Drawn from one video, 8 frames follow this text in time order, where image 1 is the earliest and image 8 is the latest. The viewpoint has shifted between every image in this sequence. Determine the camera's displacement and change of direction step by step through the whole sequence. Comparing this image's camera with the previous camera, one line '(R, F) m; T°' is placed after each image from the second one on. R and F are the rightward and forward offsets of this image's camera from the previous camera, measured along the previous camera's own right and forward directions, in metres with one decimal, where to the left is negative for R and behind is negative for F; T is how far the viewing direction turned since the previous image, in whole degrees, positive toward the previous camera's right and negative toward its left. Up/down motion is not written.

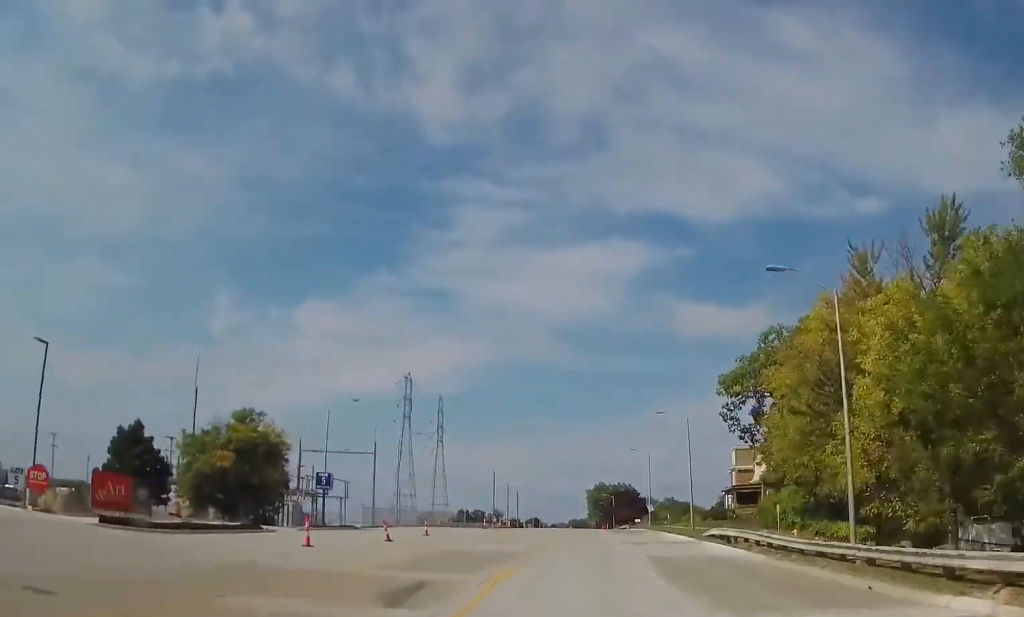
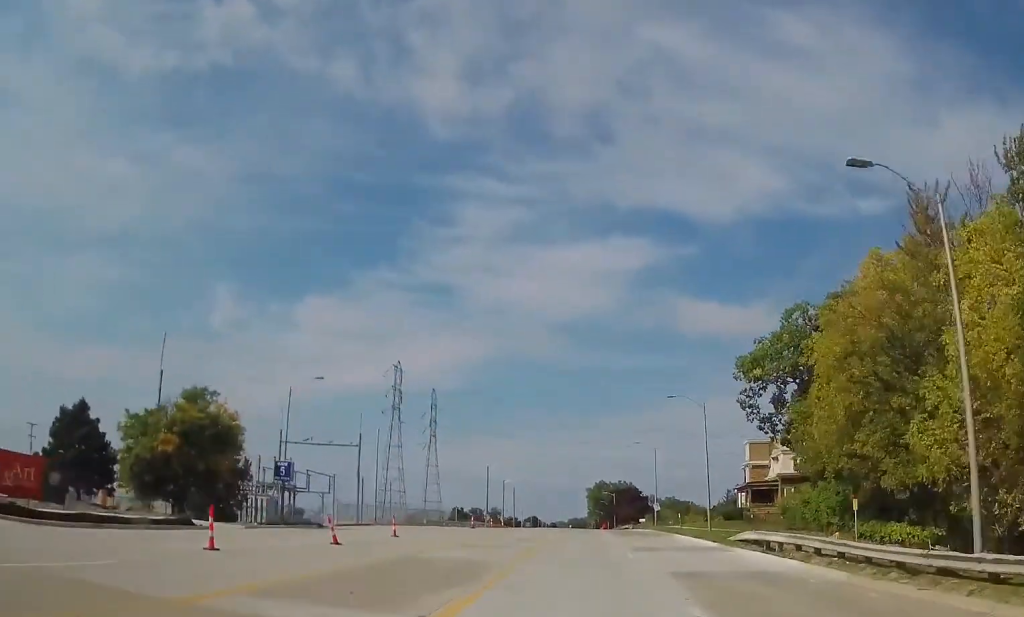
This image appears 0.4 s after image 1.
(+0.1, +7.4) m; +1°
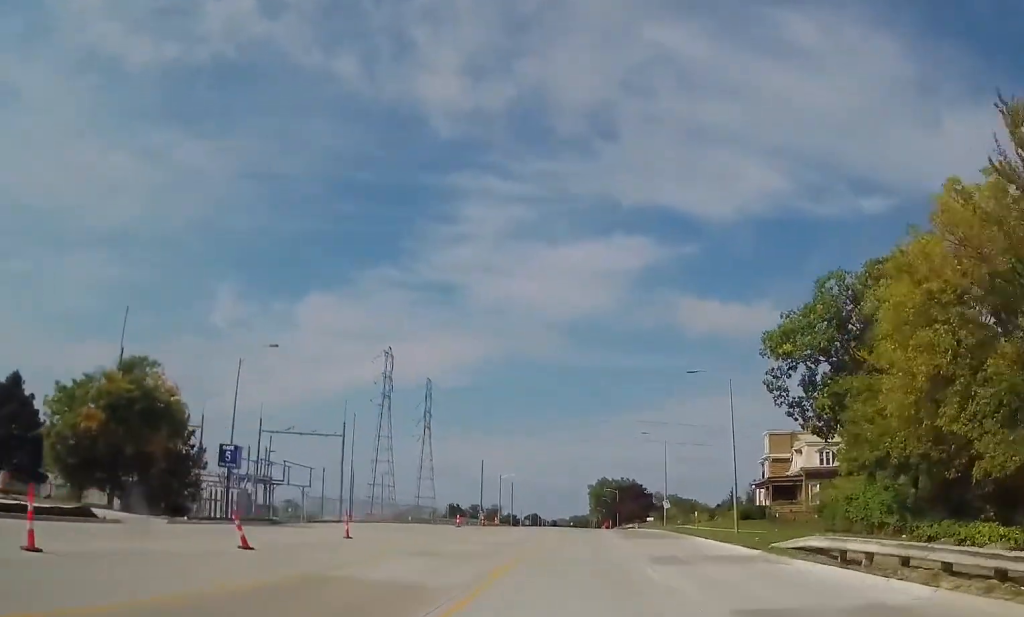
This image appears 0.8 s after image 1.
(0.0, +7.7) m; -1°
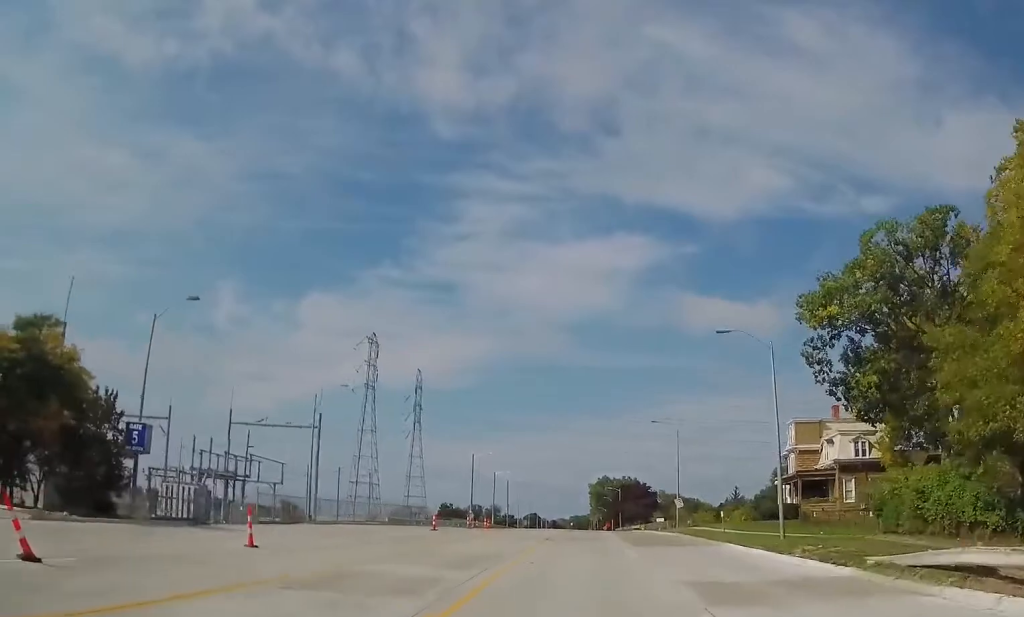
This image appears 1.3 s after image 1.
(+0.1, +8.9) m; -1°
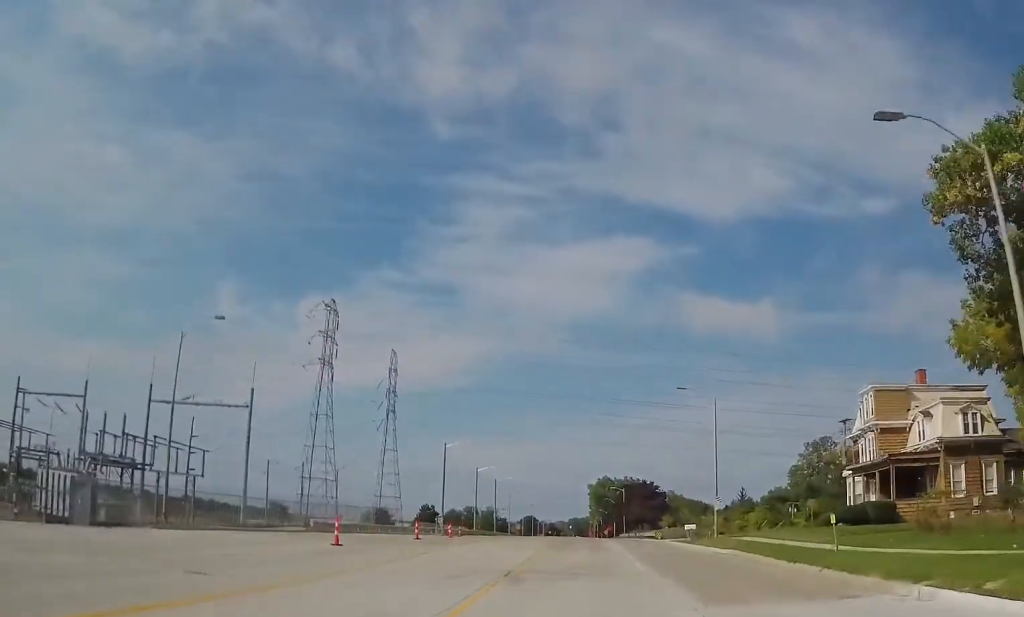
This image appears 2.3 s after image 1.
(-0.5, +18.1) m; 0°
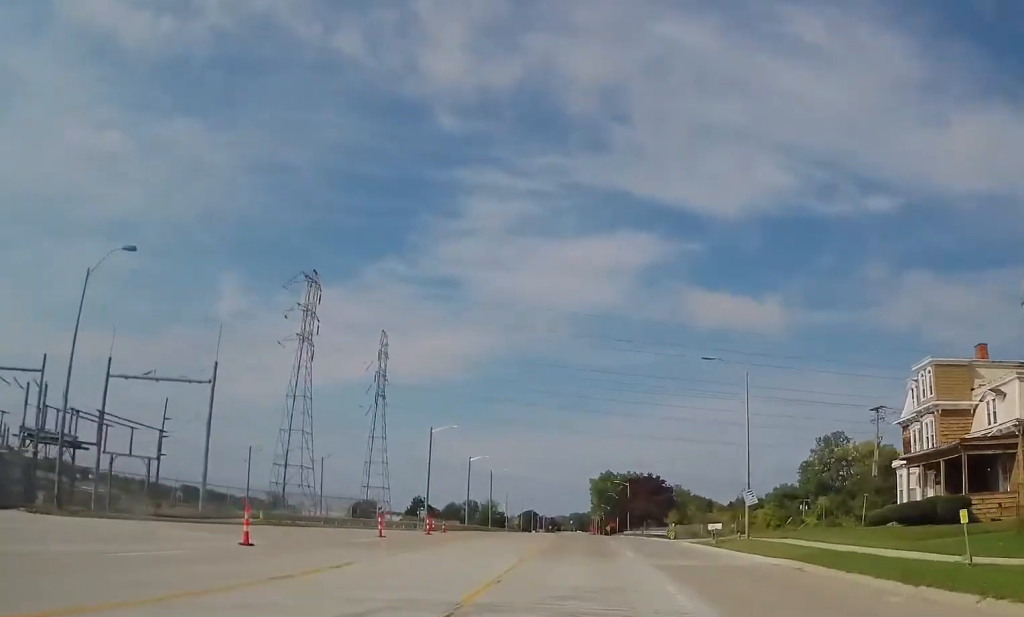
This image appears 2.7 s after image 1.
(0.0, +8.0) m; 0°
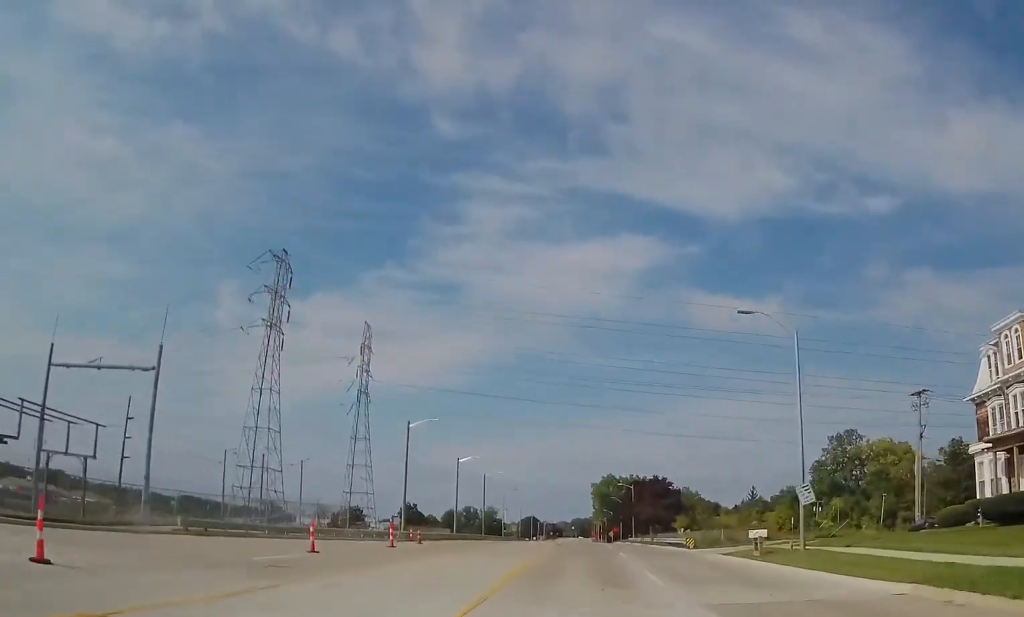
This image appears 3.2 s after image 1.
(+0.3, +8.8) m; 0°
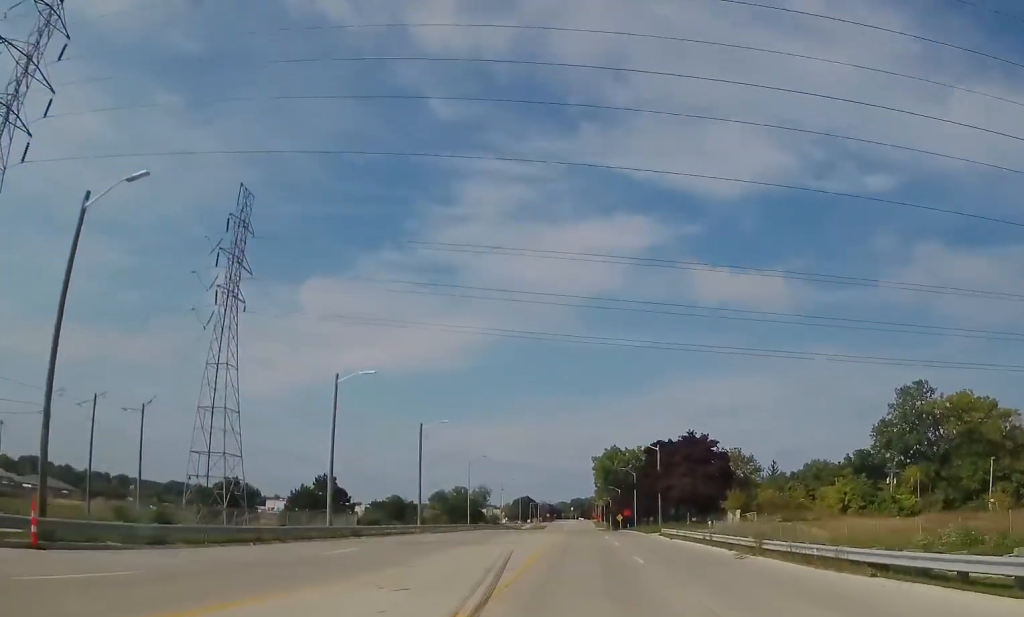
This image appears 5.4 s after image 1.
(-1.0, +40.1) m; 0°
